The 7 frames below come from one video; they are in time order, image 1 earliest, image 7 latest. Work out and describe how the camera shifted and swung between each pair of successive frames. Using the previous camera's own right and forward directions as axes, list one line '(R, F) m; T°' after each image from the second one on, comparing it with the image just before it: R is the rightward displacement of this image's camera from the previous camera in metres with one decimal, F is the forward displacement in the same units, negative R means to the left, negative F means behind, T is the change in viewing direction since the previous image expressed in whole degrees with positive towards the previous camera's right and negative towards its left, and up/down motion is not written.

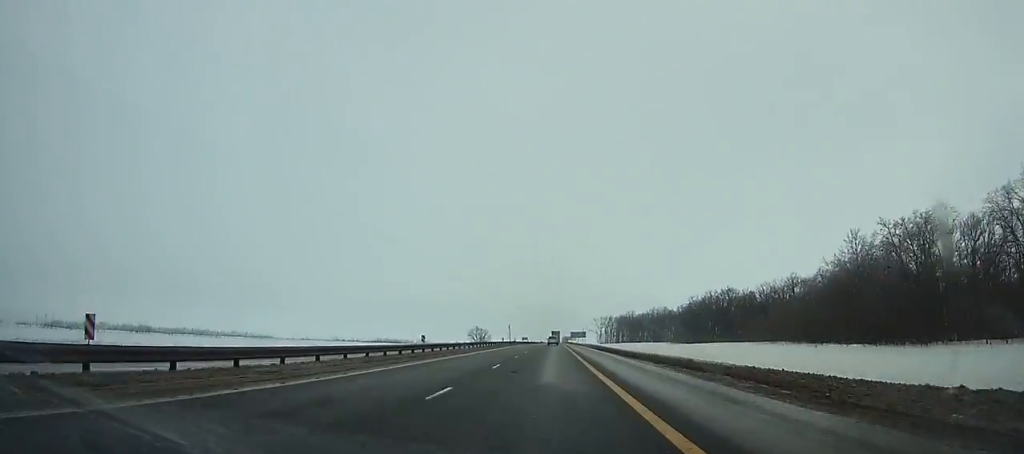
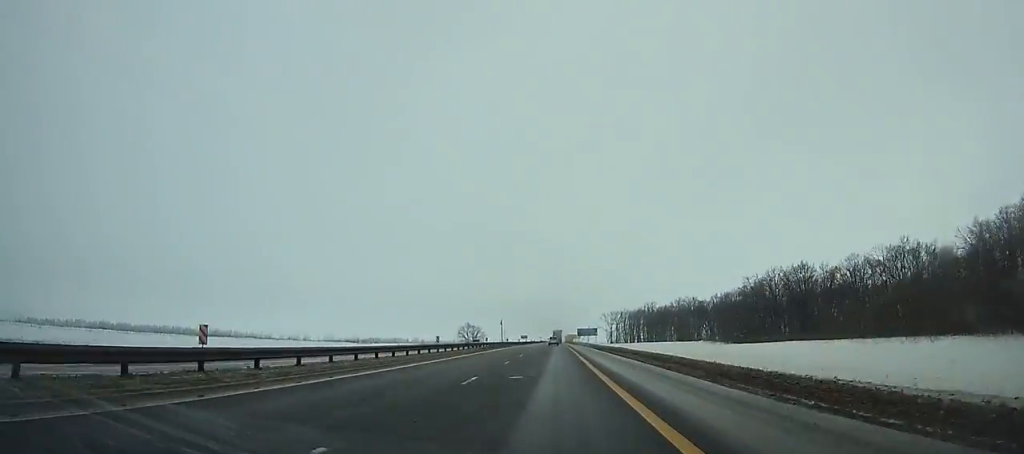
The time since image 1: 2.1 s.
(0.0, +55.6) m; 0°
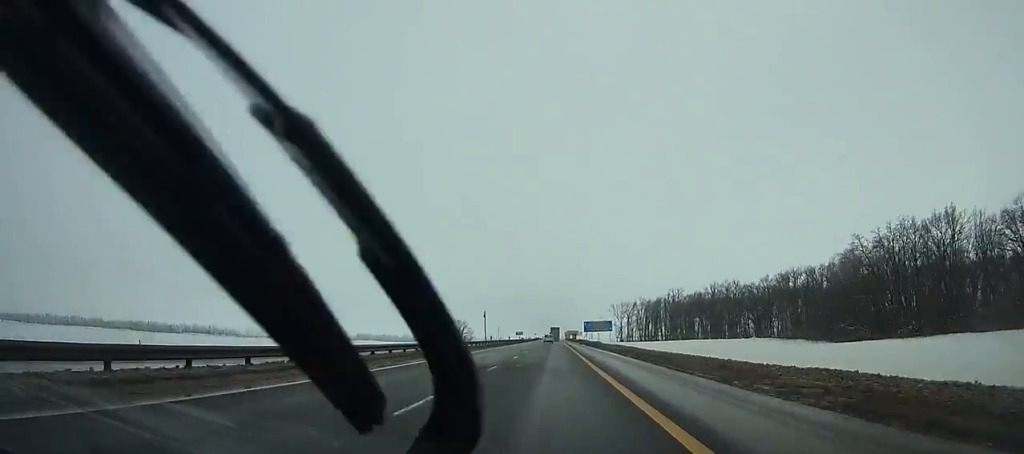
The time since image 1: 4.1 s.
(0.0, +53.3) m; 0°
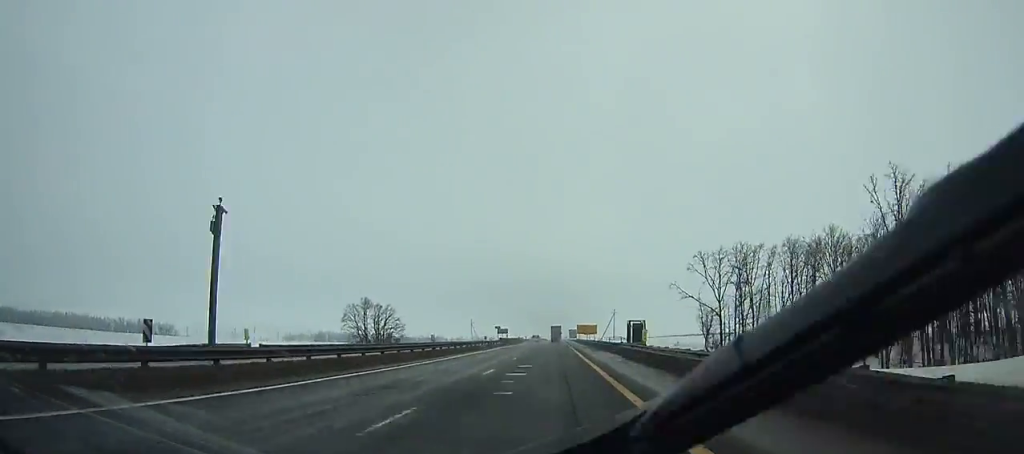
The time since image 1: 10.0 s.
(-0.3, +158.2) m; 0°
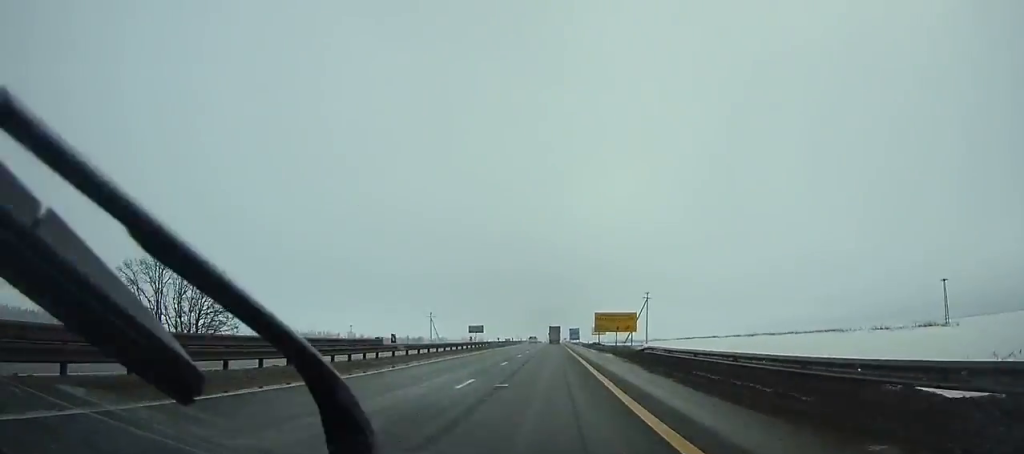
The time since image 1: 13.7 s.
(+0.2, +99.8) m; 0°
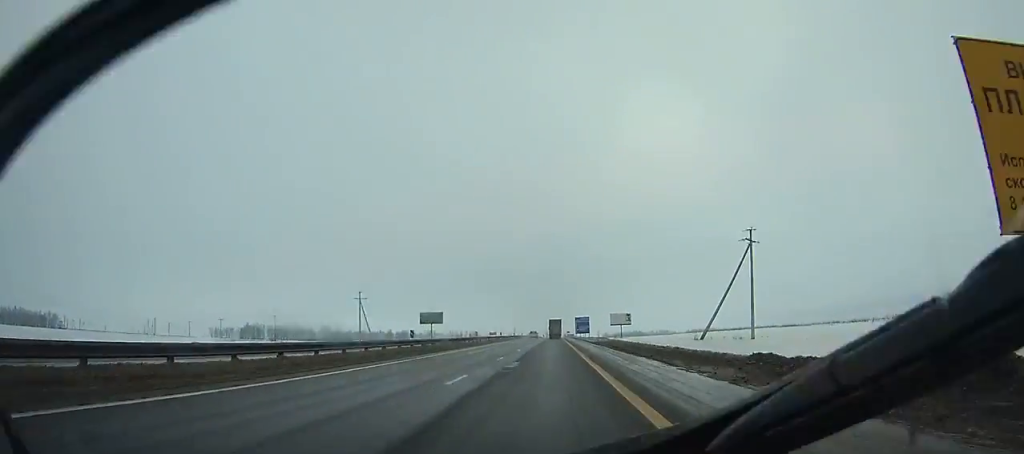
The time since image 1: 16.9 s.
(0.0, +86.7) m; 0°
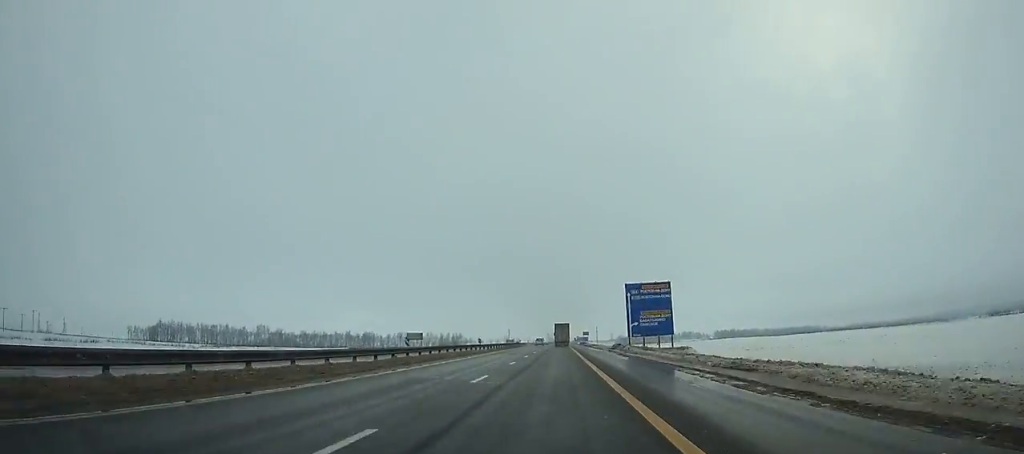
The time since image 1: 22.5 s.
(0.0, +151.9) m; 0°
